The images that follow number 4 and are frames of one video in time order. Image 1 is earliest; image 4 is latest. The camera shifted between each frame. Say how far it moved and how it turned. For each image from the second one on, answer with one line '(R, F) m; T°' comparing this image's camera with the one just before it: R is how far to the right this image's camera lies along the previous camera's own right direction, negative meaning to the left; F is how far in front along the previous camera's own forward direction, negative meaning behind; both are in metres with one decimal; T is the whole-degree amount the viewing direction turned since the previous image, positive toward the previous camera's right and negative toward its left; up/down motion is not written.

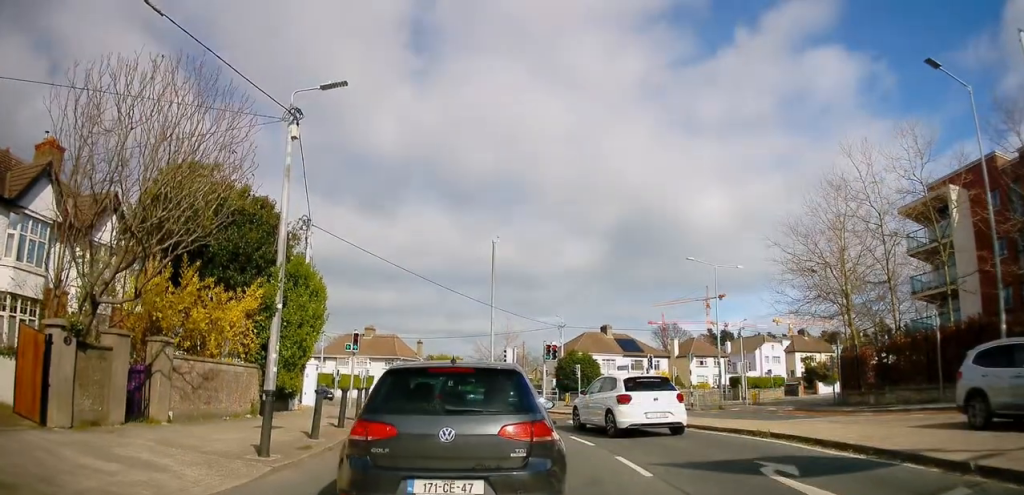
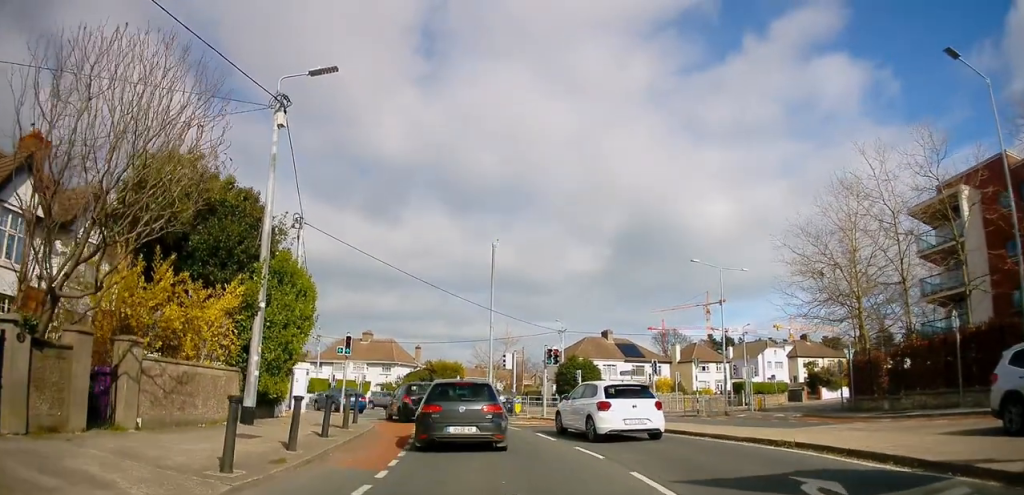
(+0.4, +3.2) m; +4°
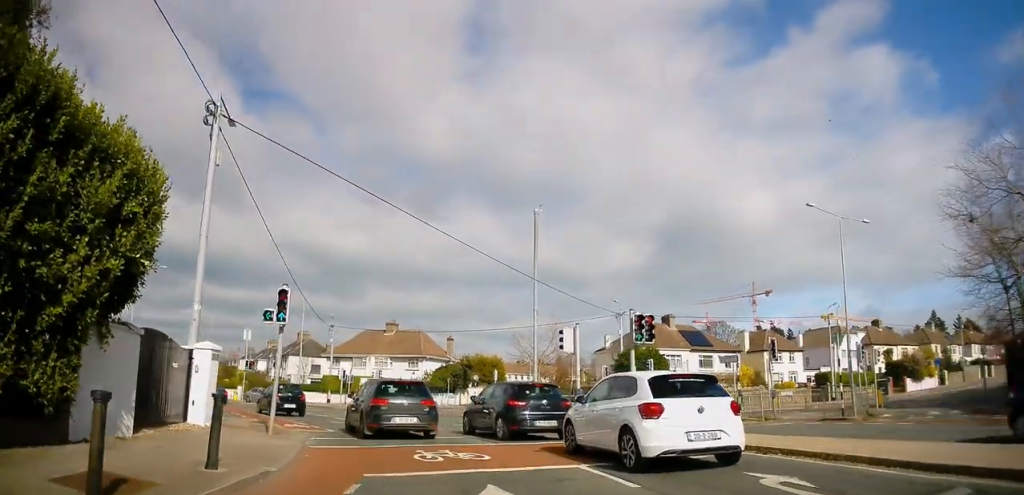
(-1.3, +7.8) m; -12°
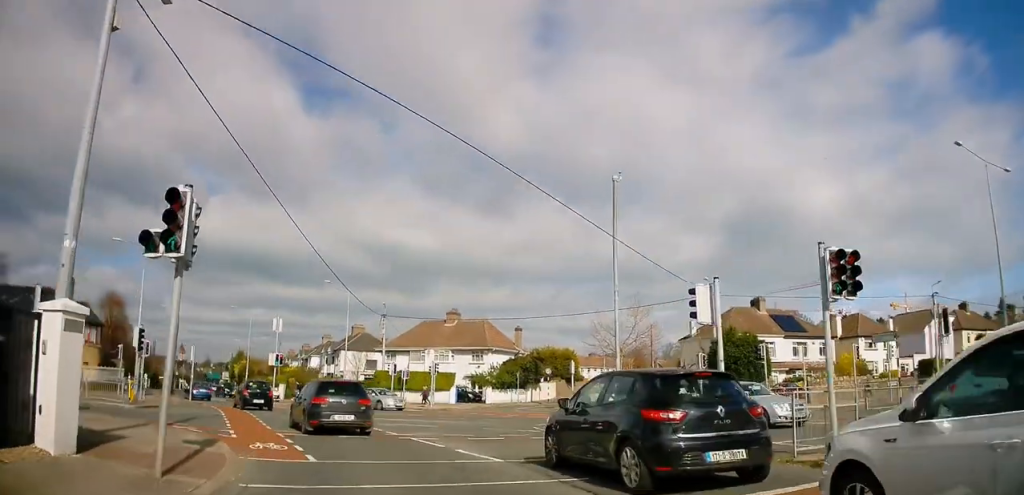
(+0.1, +6.8) m; -5°
